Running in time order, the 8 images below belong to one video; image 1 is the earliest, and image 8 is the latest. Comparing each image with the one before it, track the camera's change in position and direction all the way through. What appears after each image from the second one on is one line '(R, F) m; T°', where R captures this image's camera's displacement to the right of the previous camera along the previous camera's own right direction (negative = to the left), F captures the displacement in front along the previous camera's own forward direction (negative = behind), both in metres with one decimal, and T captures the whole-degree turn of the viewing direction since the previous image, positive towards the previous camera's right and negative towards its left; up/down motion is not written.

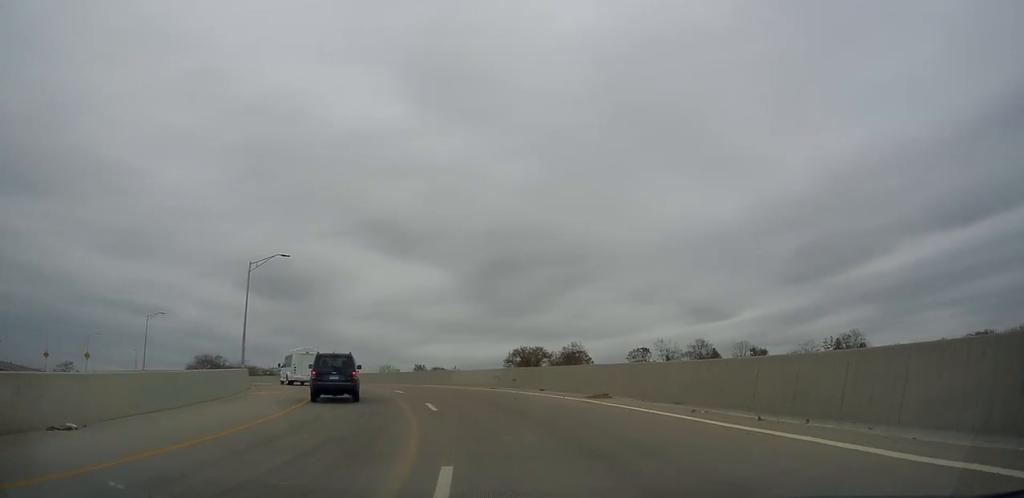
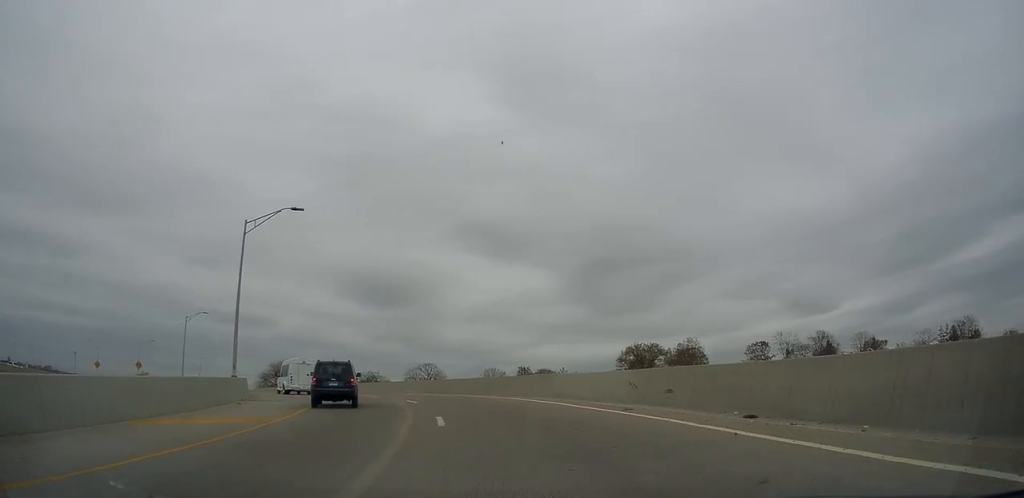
(-1.6, +16.1) m; -10°
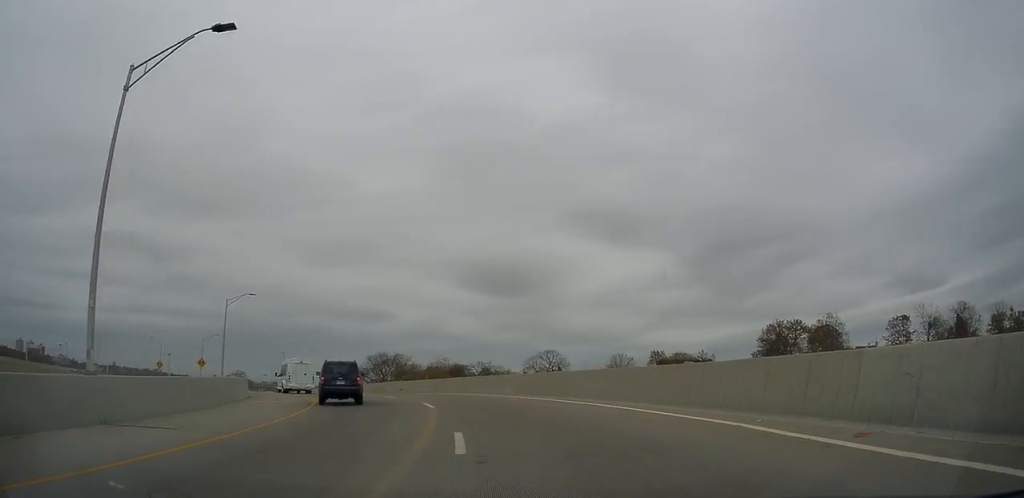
(-1.8, +18.6) m; -11°
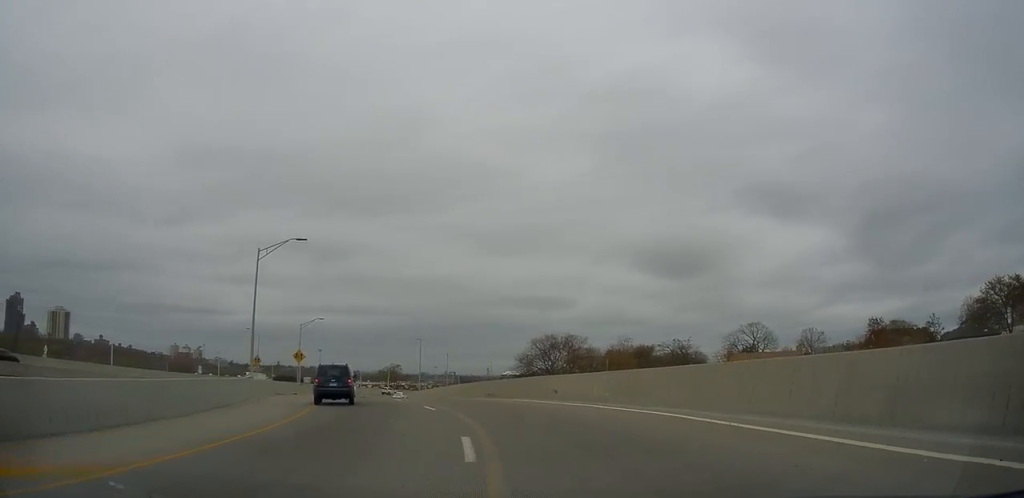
(-3.7, +26.3) m; -17°
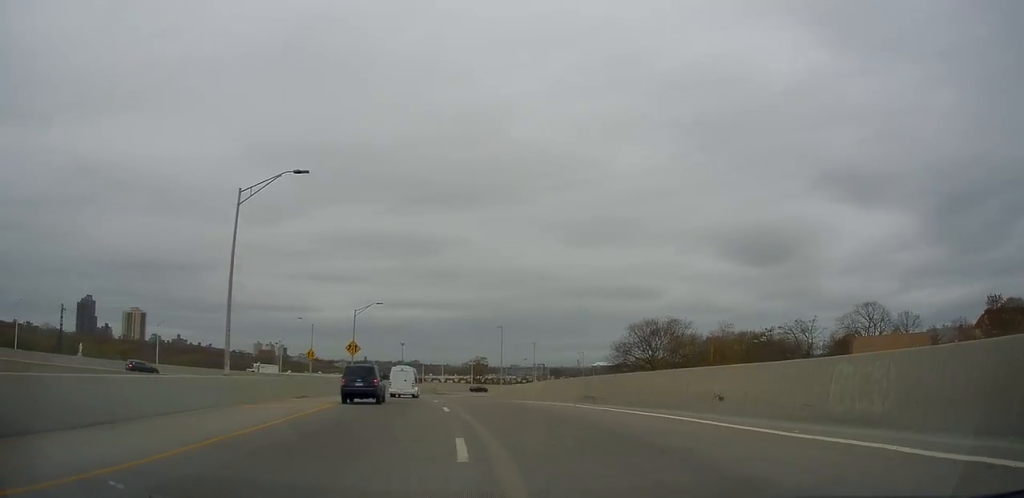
(-1.1, +12.8) m; -9°
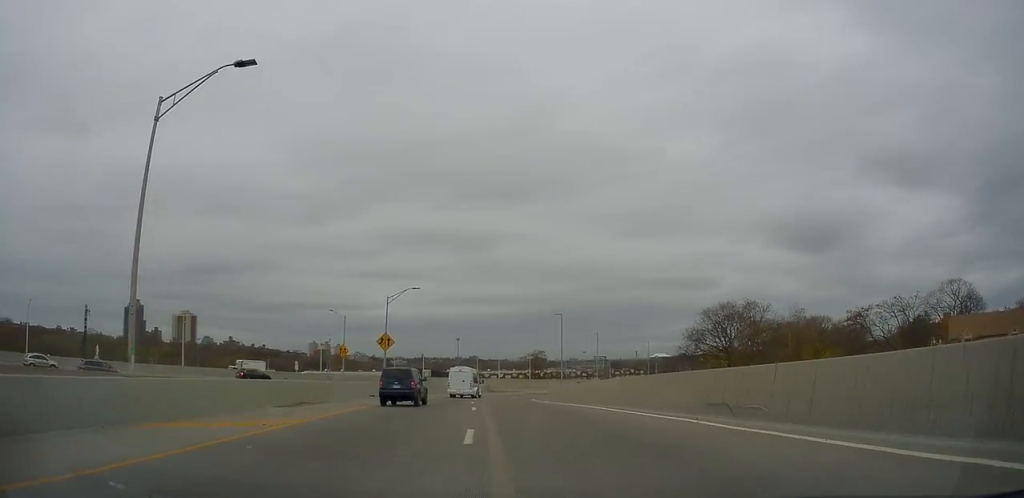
(-0.6, +9.7) m; -5°
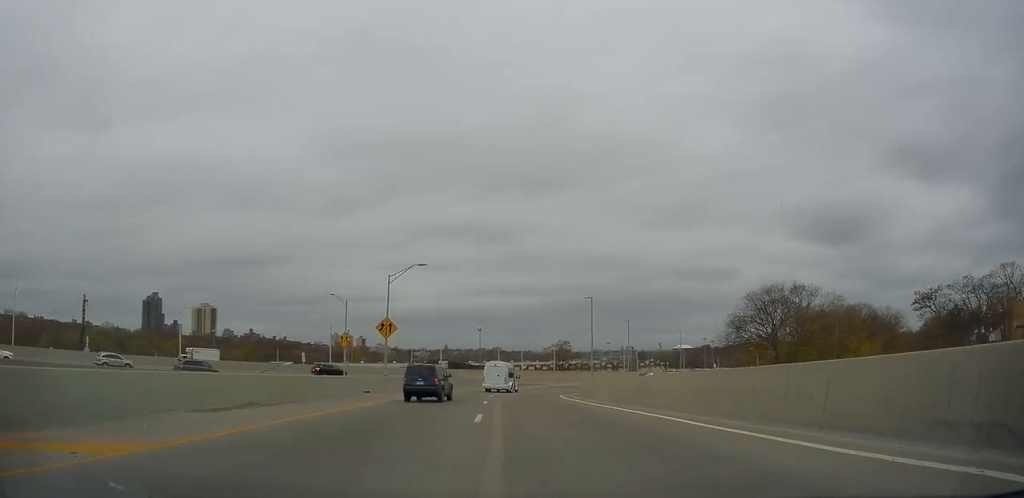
(-0.3, +8.0) m; -4°
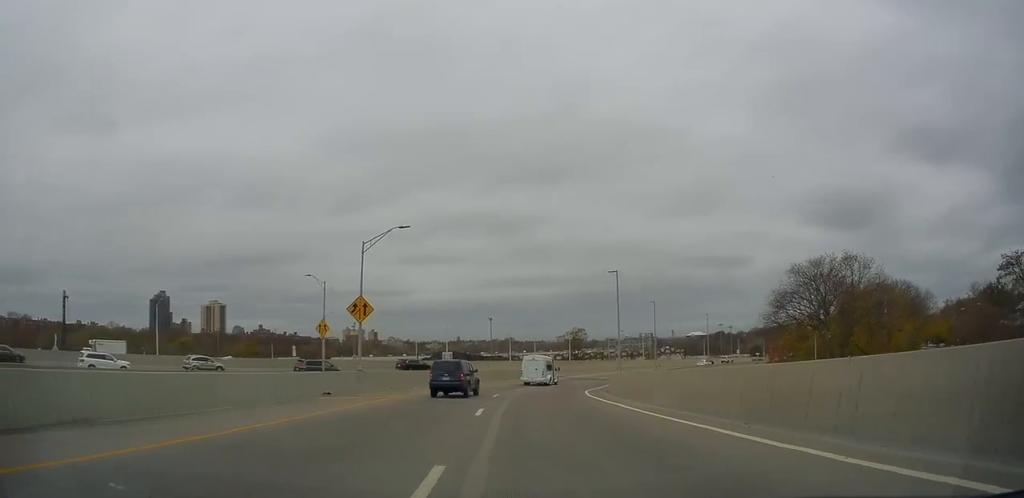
(-0.1, +10.2) m; -5°
